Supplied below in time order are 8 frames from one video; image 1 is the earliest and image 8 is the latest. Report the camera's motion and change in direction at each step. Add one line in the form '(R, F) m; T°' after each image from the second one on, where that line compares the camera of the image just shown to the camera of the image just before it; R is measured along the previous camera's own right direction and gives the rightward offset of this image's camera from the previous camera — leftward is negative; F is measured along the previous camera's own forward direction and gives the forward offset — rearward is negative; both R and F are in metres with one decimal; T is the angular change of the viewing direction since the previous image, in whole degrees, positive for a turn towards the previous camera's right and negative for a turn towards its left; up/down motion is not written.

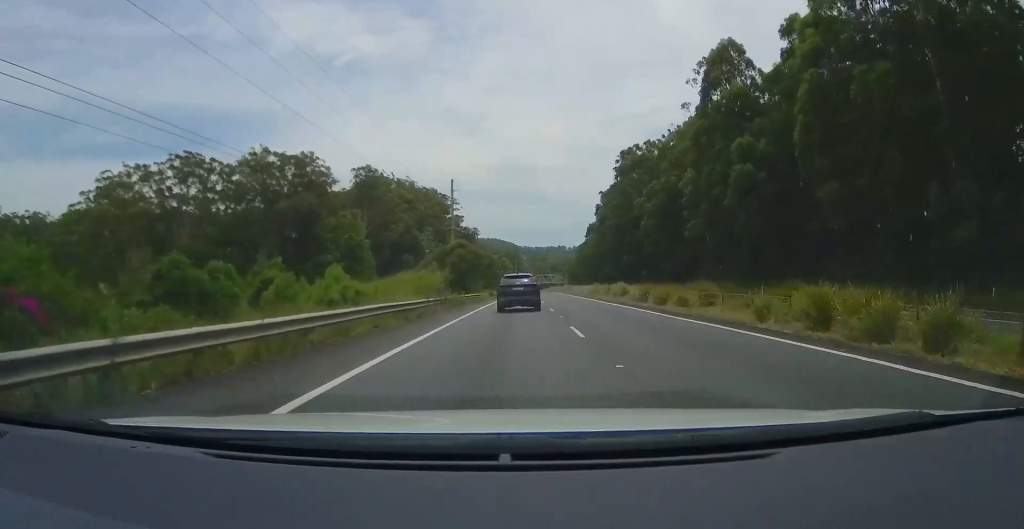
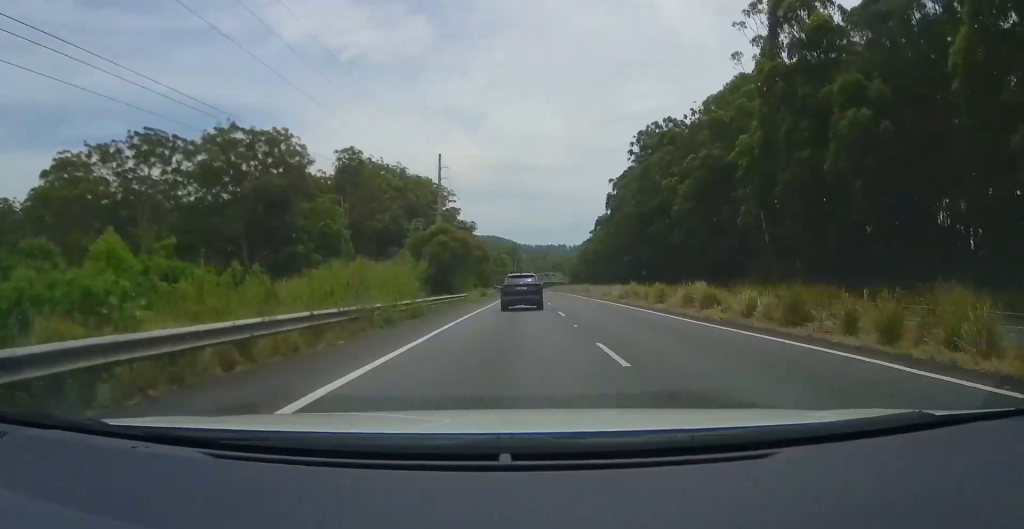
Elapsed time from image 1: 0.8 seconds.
(+0.1, +16.2) m; 0°
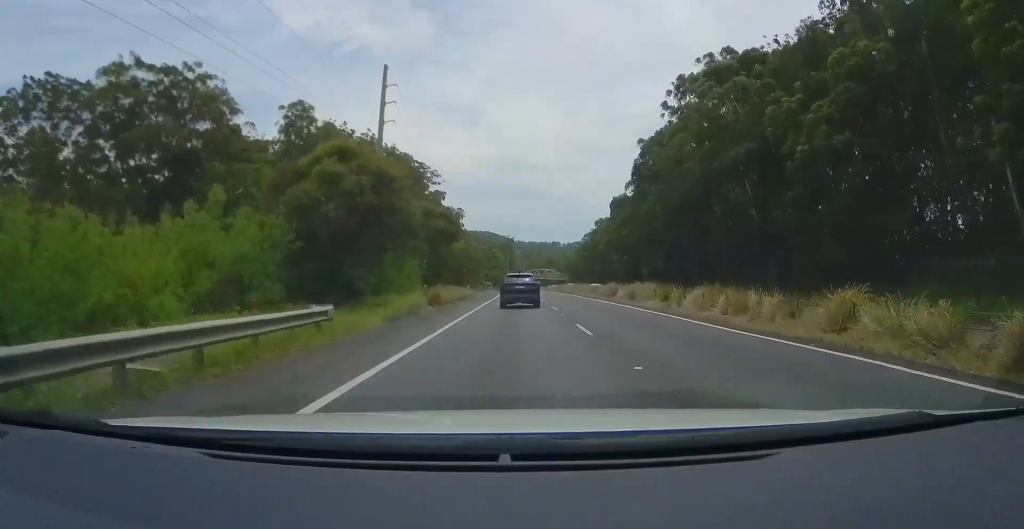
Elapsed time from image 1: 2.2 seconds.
(+0.1, +31.9) m; +2°
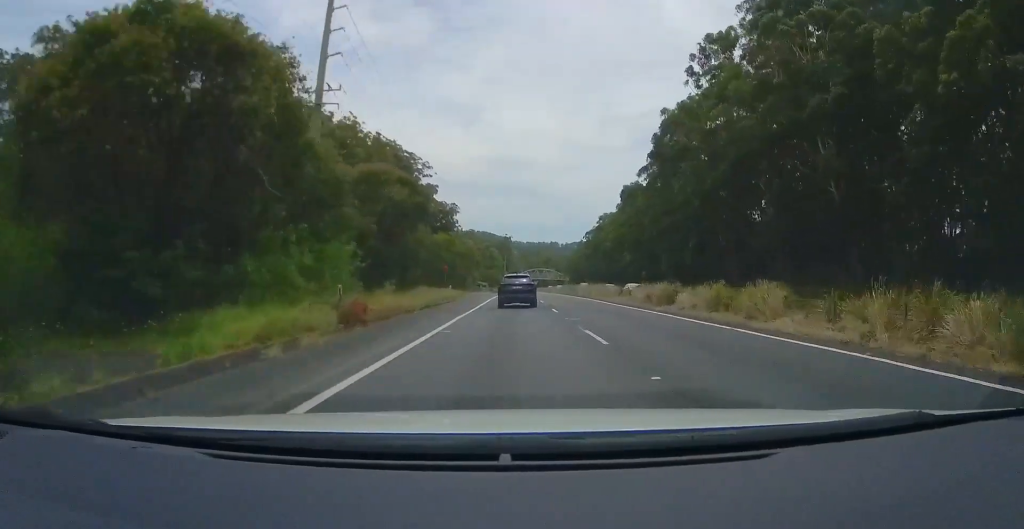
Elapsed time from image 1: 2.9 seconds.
(+0.3, +13.8) m; 0°
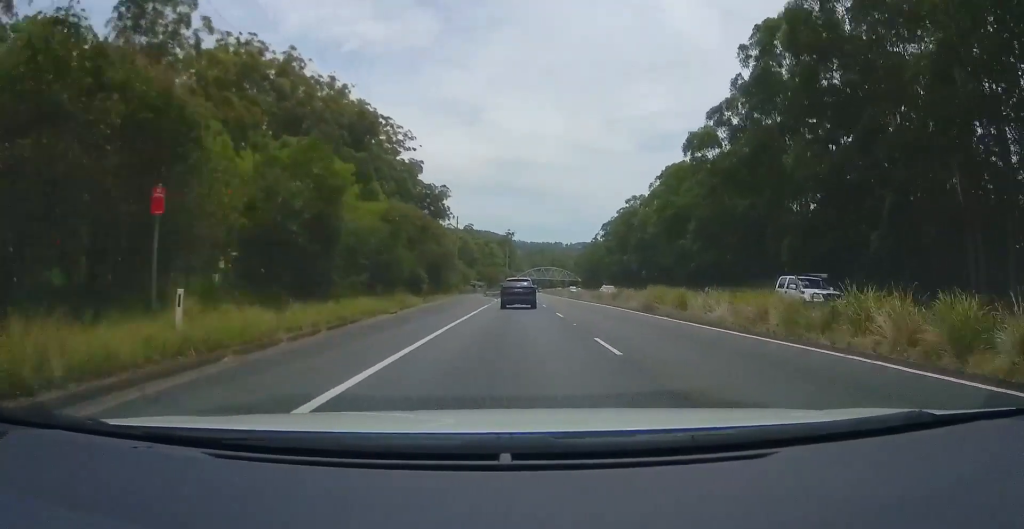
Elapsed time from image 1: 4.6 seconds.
(-0.3, +37.5) m; -1°
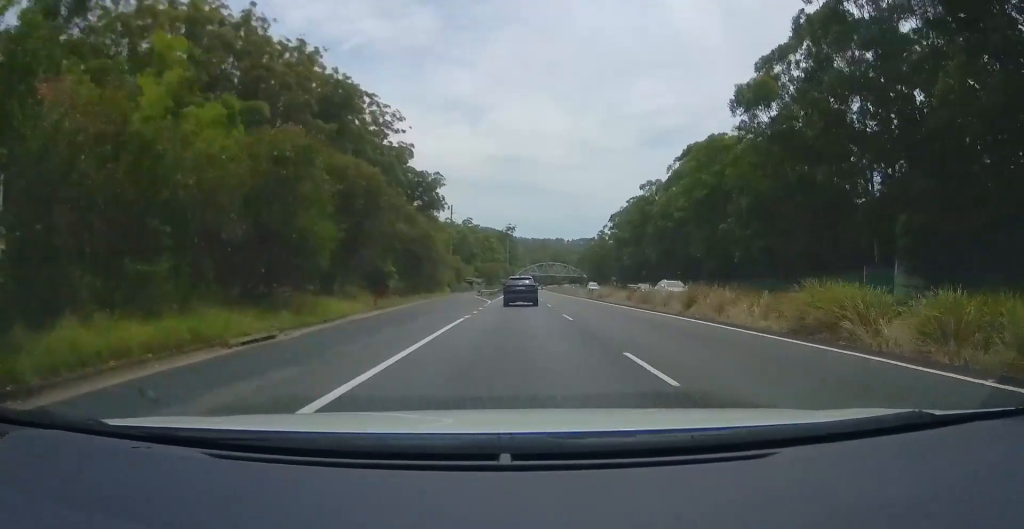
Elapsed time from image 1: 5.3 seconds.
(+0.3, +15.8) m; +1°
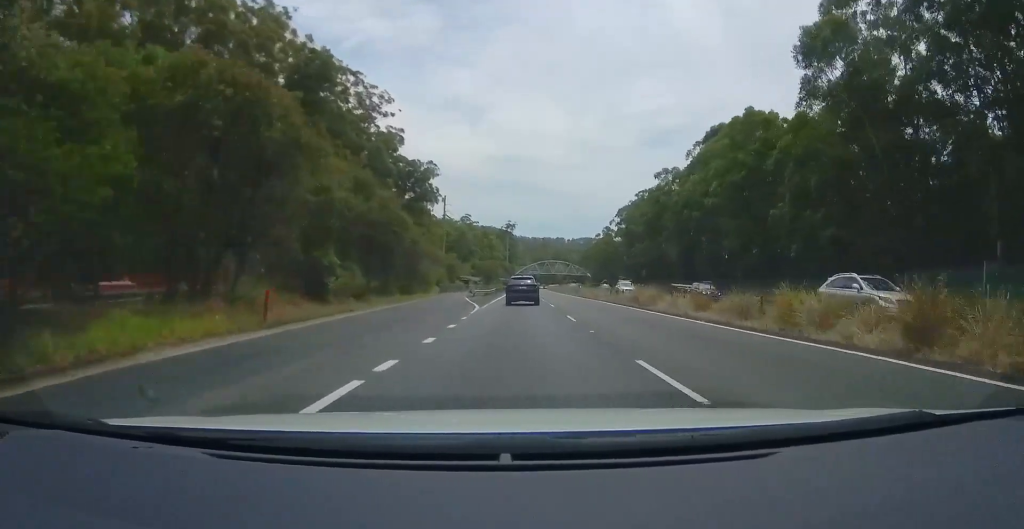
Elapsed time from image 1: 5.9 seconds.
(-0.1, +13.0) m; 0°
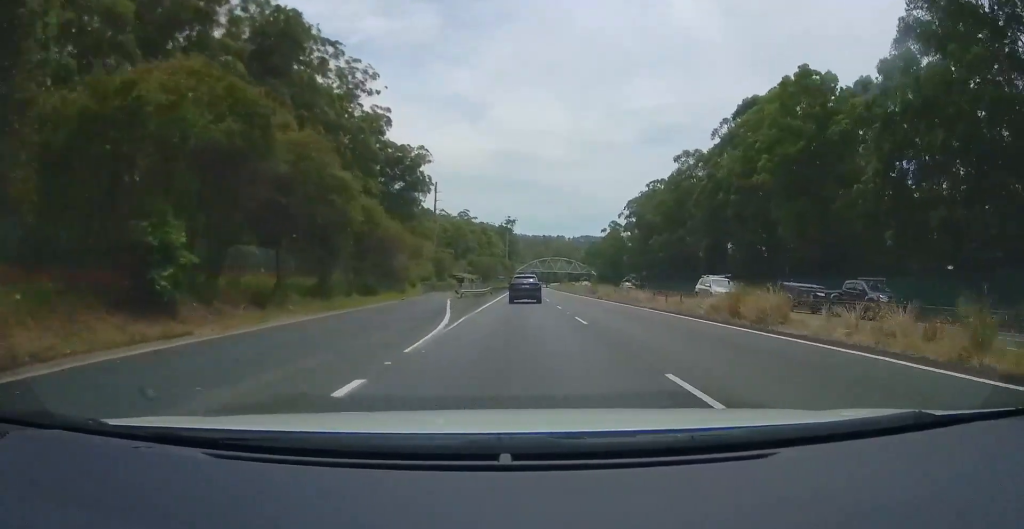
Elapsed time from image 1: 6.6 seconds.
(0.0, +13.9) m; 0°
